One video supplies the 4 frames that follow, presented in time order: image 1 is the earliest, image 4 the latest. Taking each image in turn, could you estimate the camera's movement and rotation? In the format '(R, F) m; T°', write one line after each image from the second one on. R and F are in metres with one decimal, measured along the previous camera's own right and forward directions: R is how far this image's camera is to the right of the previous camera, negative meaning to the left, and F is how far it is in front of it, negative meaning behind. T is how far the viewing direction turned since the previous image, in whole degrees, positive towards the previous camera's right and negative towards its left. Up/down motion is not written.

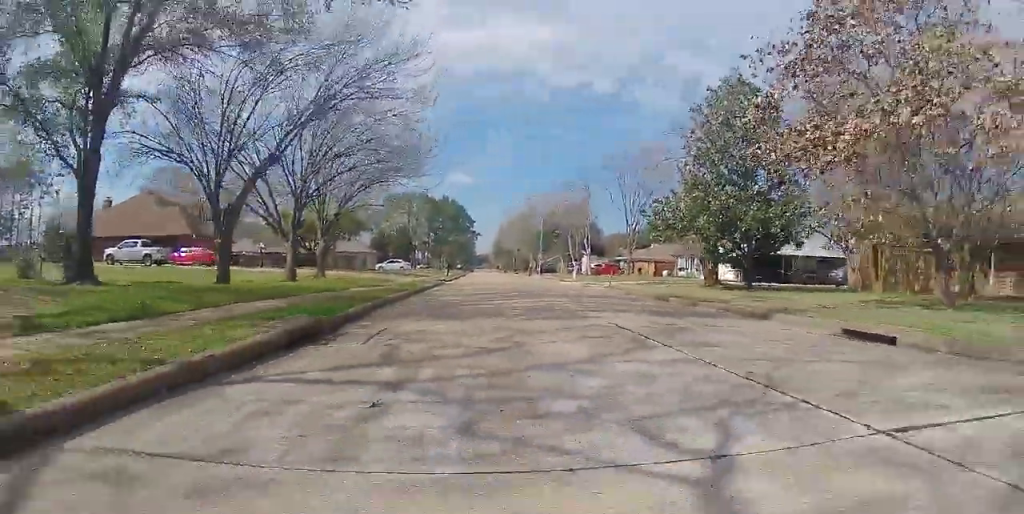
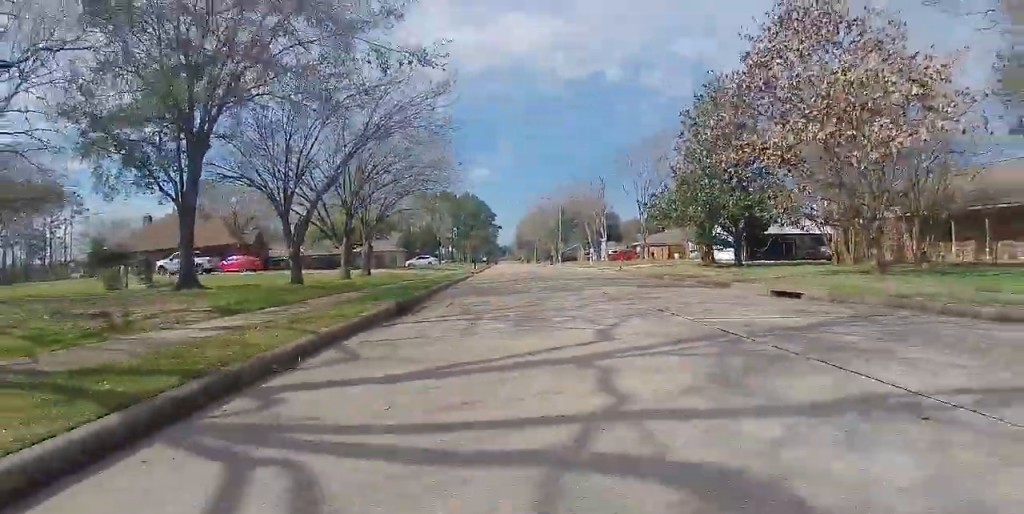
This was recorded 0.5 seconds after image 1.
(+0.2, +4.4) m; 0°
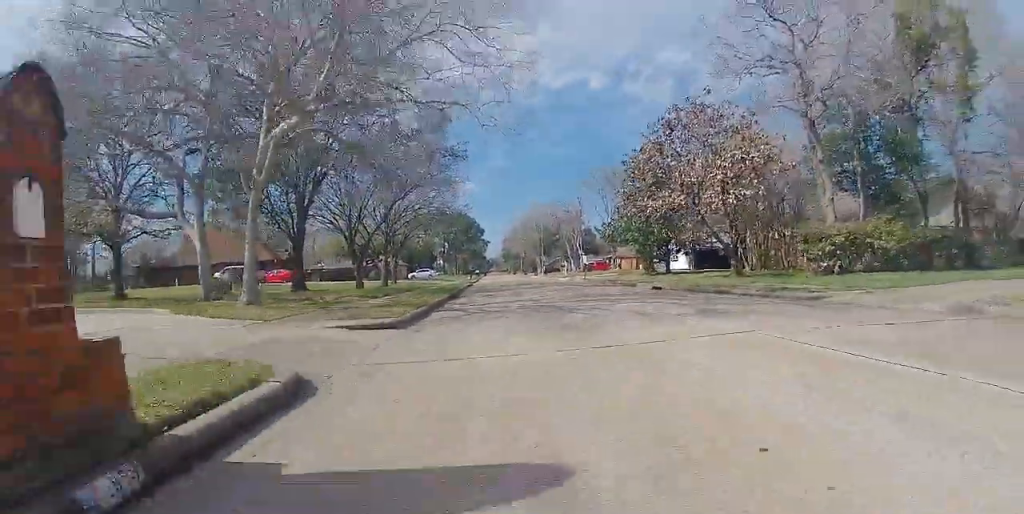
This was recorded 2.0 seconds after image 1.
(-0.2, +12.0) m; -2°
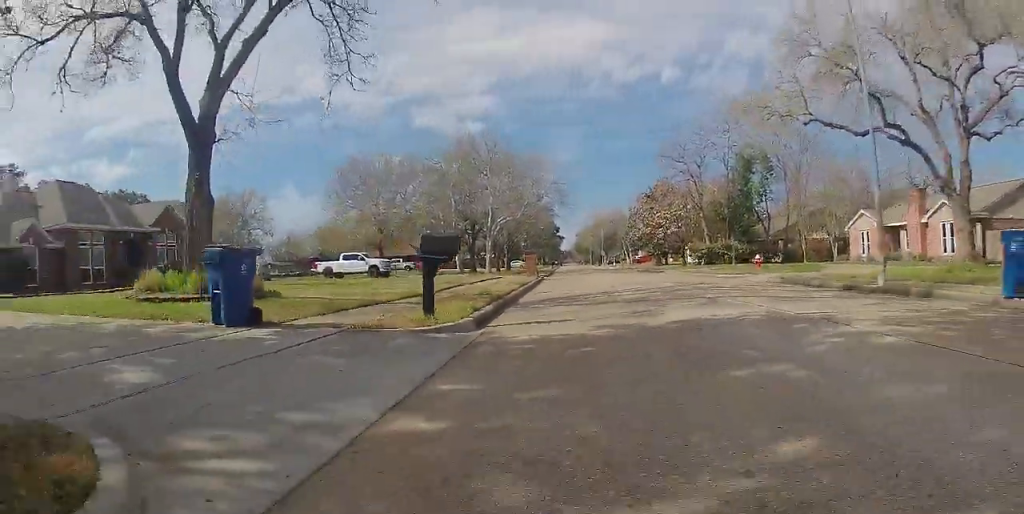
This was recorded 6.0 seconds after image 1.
(+2.0, +31.5) m; 0°
